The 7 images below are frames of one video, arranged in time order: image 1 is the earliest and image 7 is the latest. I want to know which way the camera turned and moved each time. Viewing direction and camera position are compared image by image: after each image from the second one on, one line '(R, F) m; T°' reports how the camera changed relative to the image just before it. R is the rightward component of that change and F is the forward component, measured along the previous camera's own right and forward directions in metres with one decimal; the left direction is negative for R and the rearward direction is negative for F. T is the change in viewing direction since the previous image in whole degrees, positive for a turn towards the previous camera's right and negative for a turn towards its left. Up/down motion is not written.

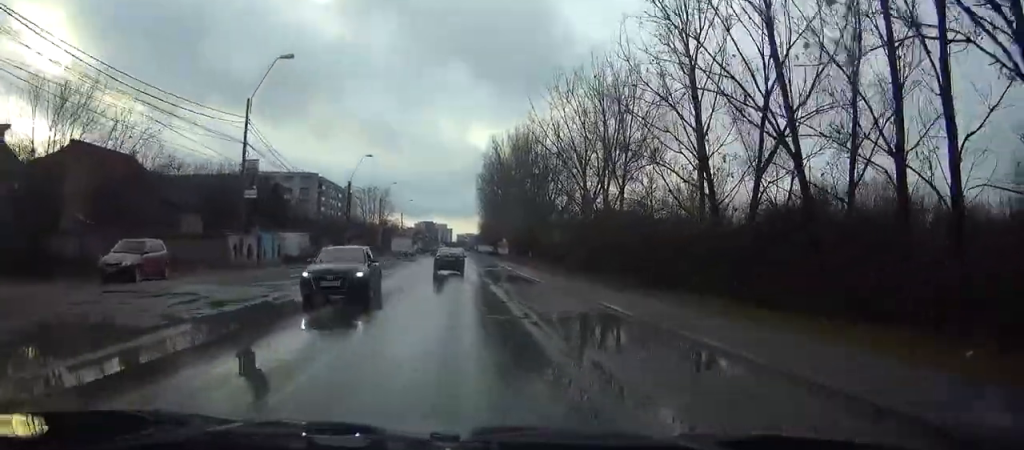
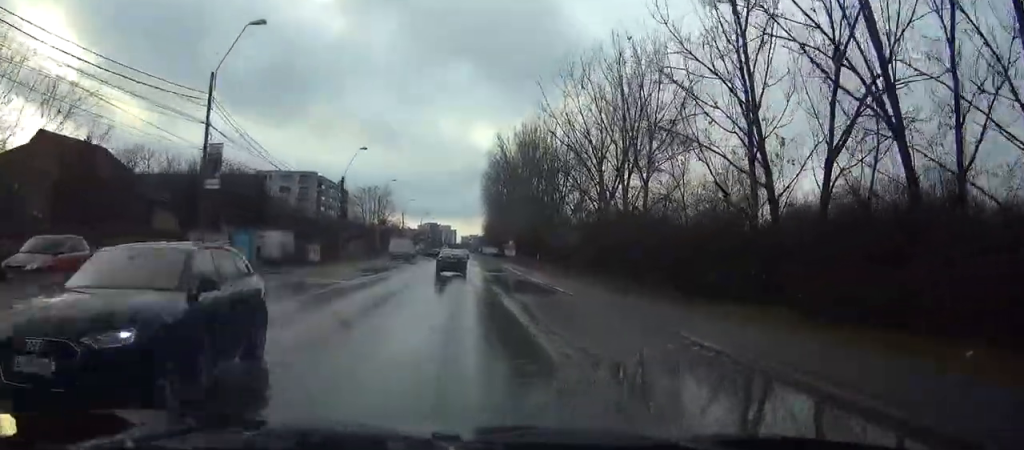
(0.0, +6.4) m; 0°
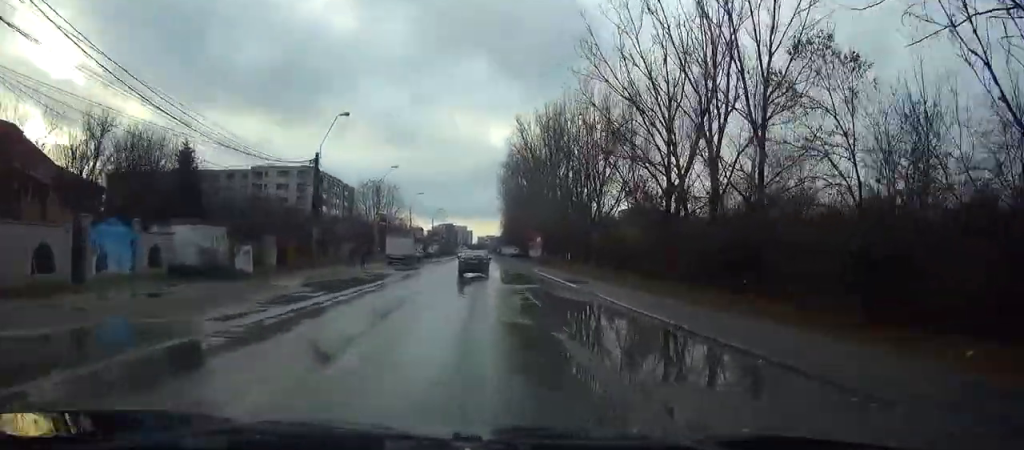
(0.0, +18.2) m; 0°
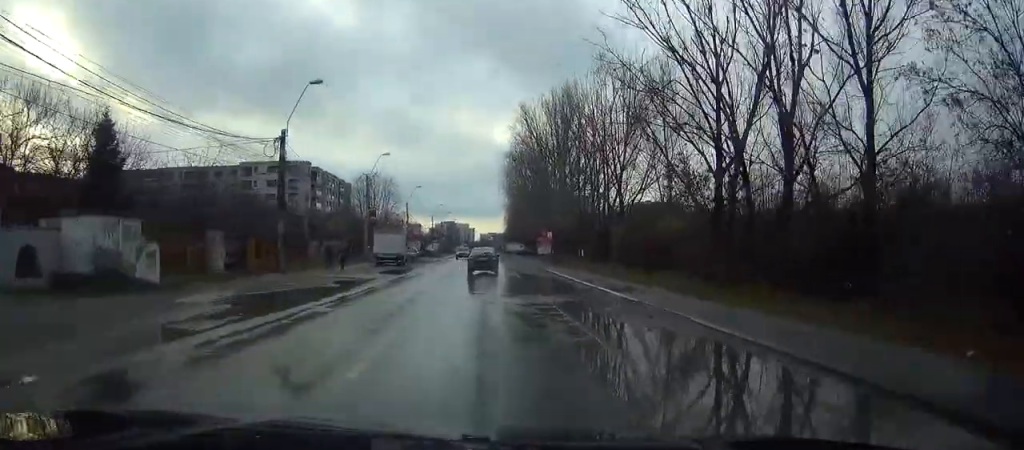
(0.0, +9.5) m; 0°
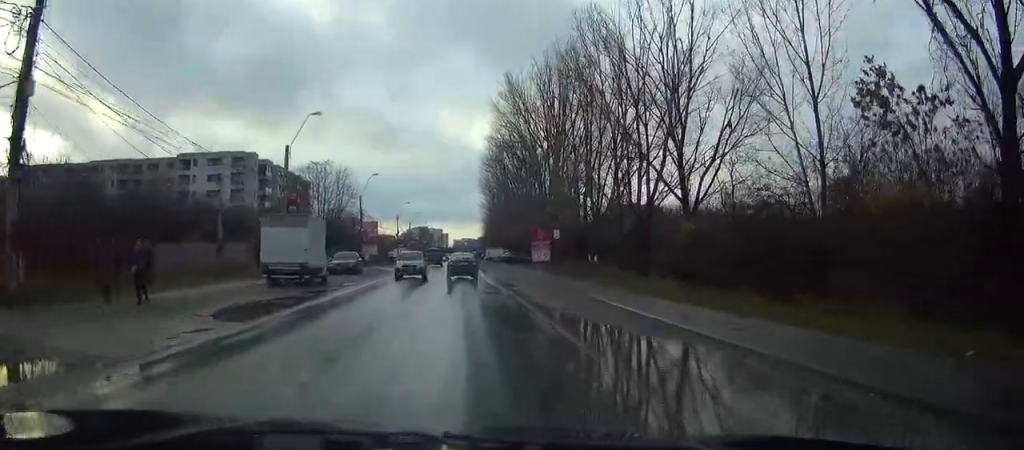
(-0.2, +24.6) m; 0°
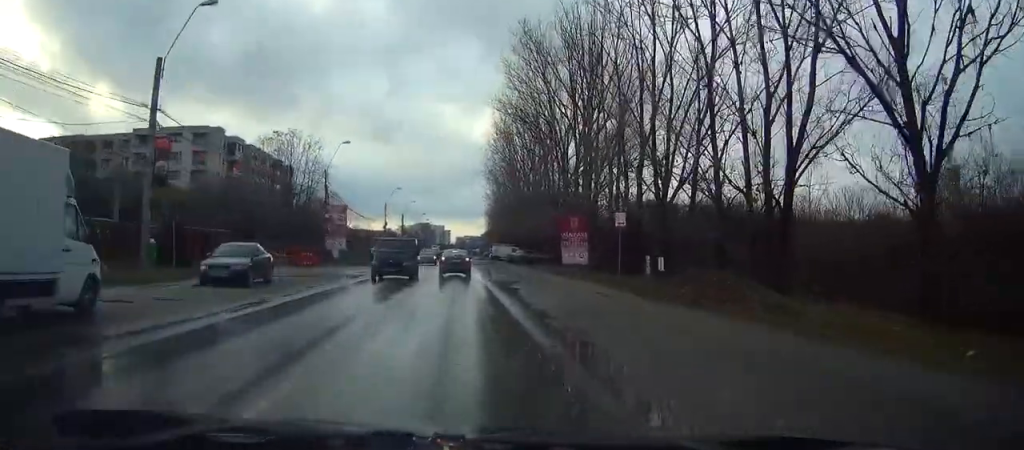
(+0.2, +22.0) m; +1°
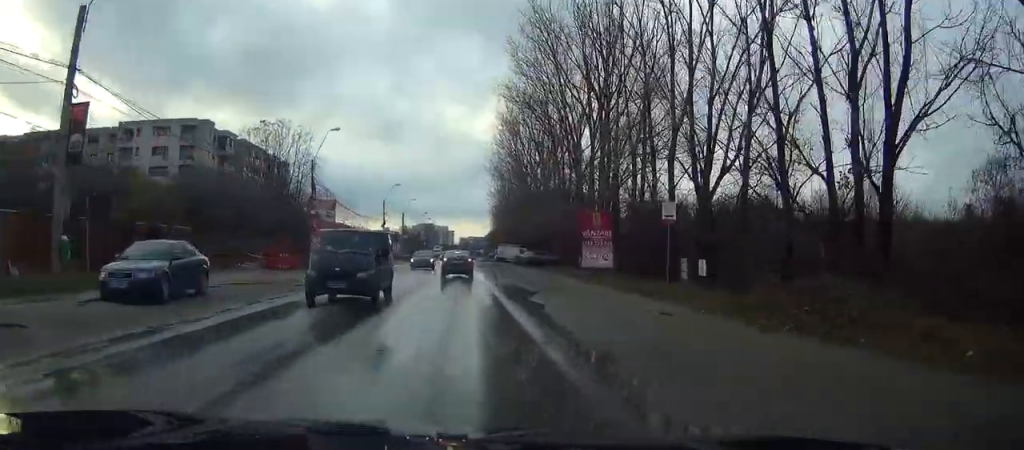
(0.0, +7.1) m; 0°
